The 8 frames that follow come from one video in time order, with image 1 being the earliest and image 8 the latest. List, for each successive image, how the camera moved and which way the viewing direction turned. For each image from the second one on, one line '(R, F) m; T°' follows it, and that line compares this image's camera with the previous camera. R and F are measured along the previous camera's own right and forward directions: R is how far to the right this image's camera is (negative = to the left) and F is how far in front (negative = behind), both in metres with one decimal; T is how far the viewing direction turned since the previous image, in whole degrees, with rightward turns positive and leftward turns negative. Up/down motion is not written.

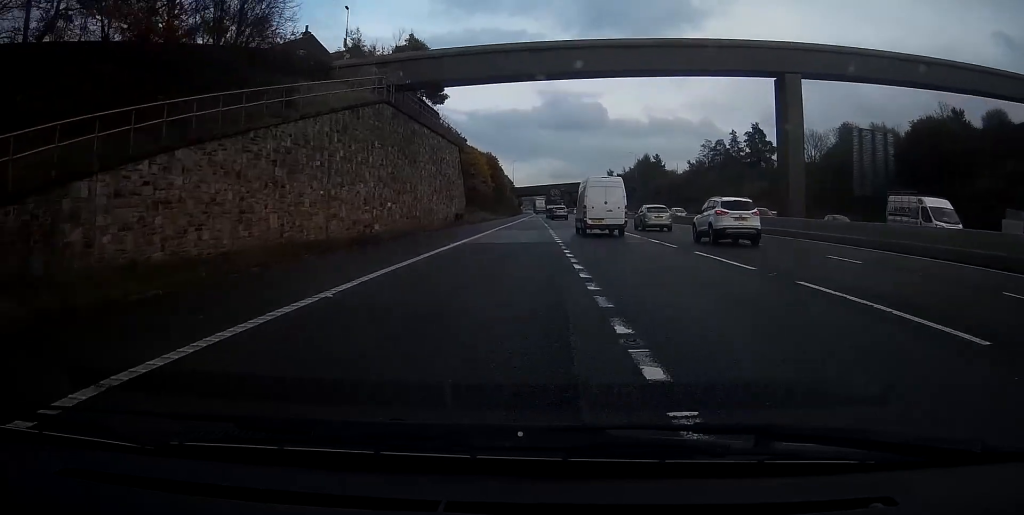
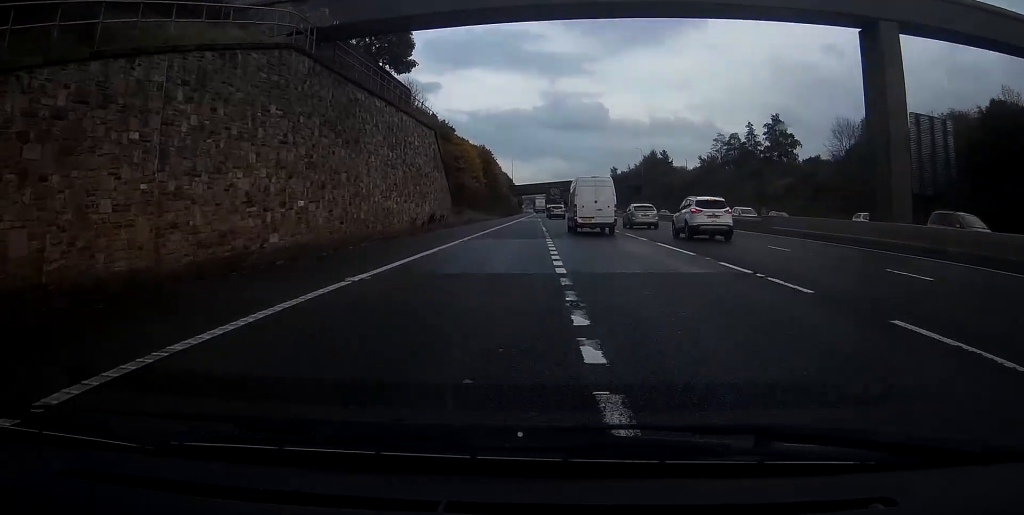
(-0.1, +13.2) m; 0°
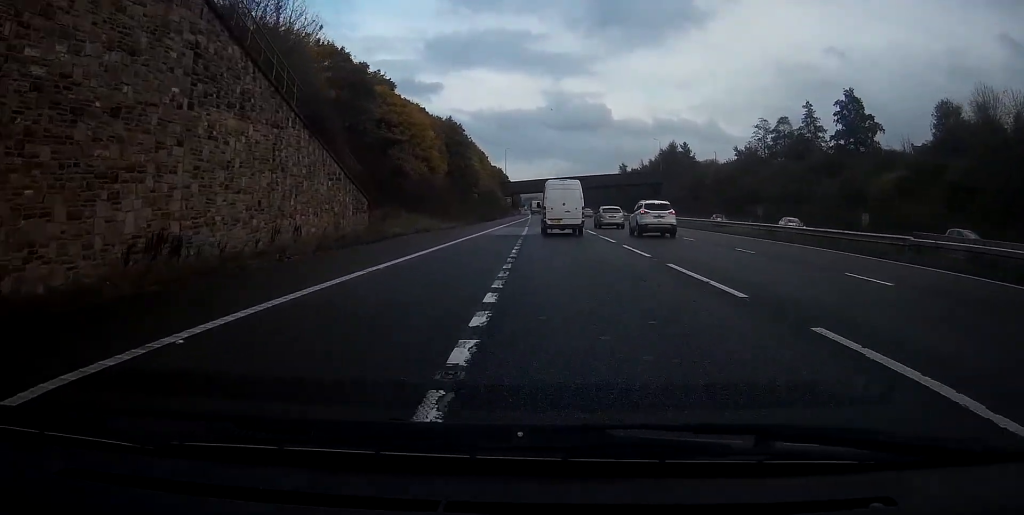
(-0.3, +35.8) m; -1°
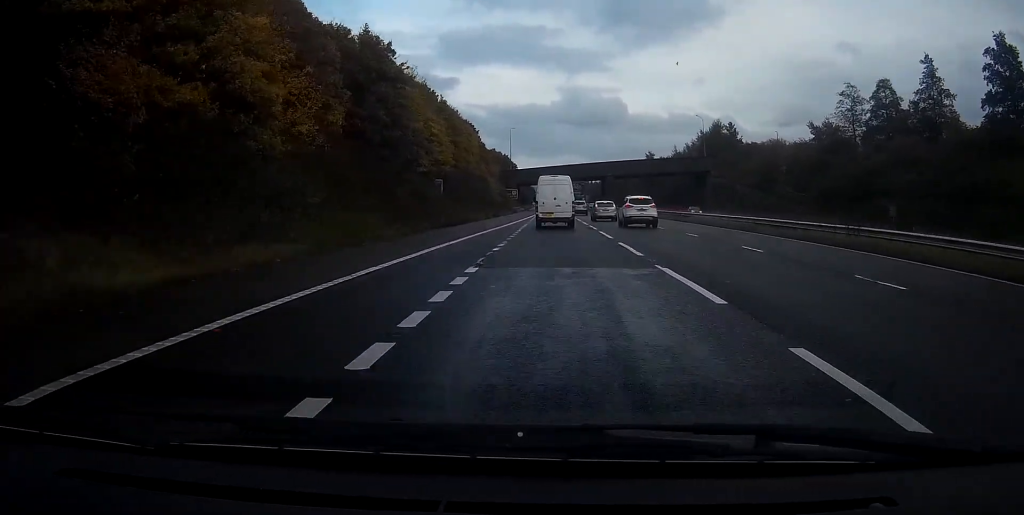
(-0.1, +38.0) m; 0°
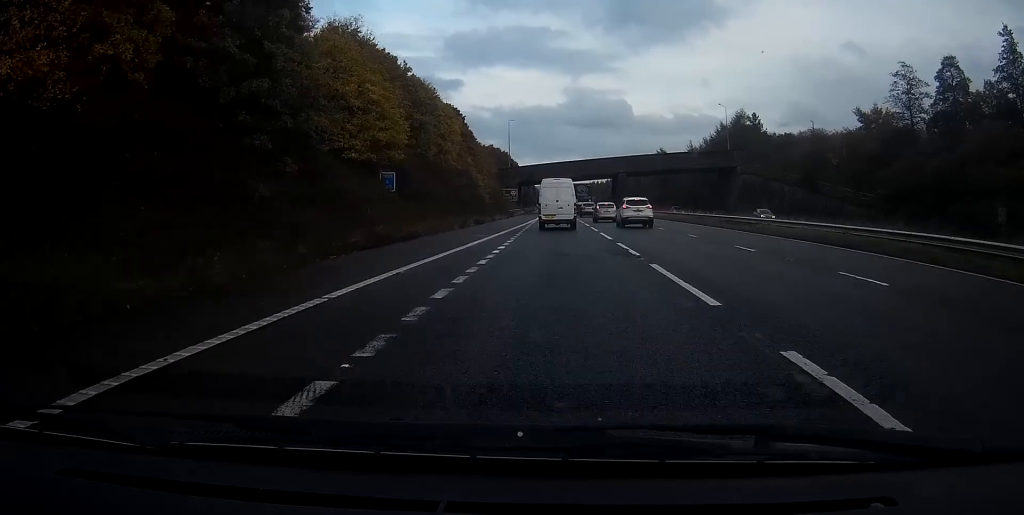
(0.0, +17.7) m; 0°
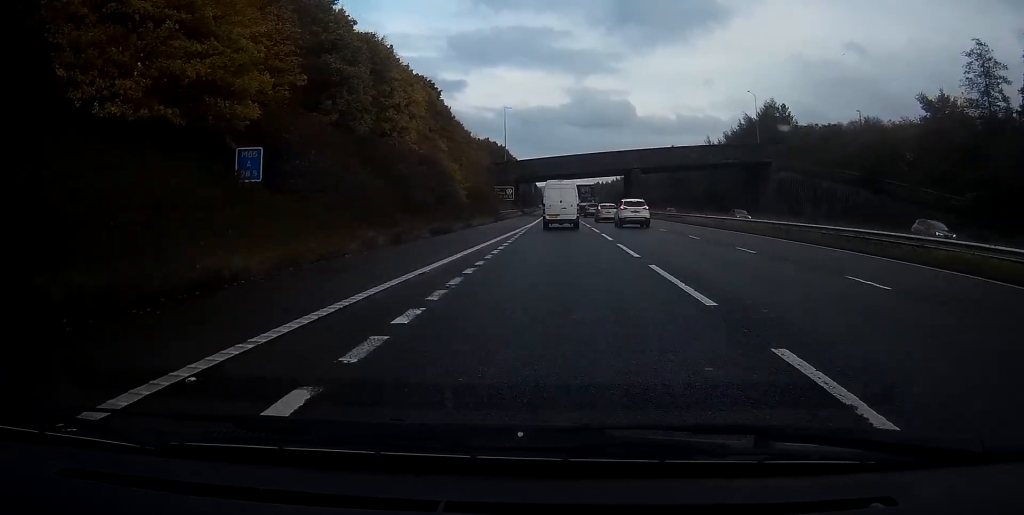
(0.0, +18.1) m; 0°
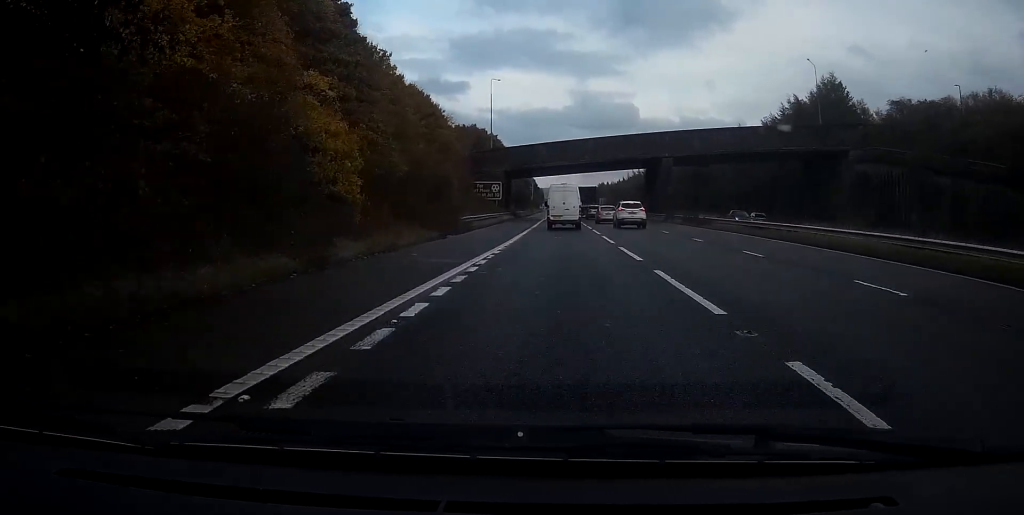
(0.0, +27.7) m; 0°
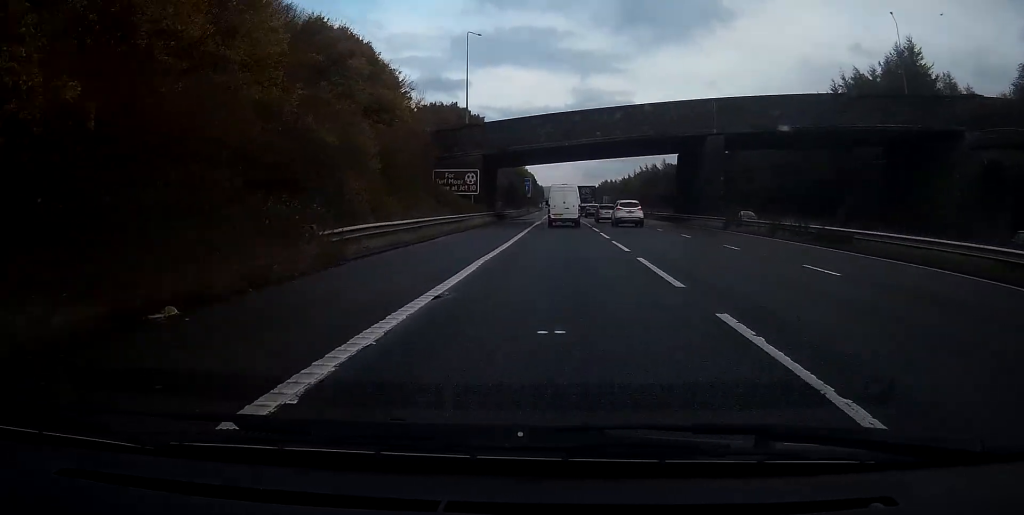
(0.0, +23.9) m; 0°
